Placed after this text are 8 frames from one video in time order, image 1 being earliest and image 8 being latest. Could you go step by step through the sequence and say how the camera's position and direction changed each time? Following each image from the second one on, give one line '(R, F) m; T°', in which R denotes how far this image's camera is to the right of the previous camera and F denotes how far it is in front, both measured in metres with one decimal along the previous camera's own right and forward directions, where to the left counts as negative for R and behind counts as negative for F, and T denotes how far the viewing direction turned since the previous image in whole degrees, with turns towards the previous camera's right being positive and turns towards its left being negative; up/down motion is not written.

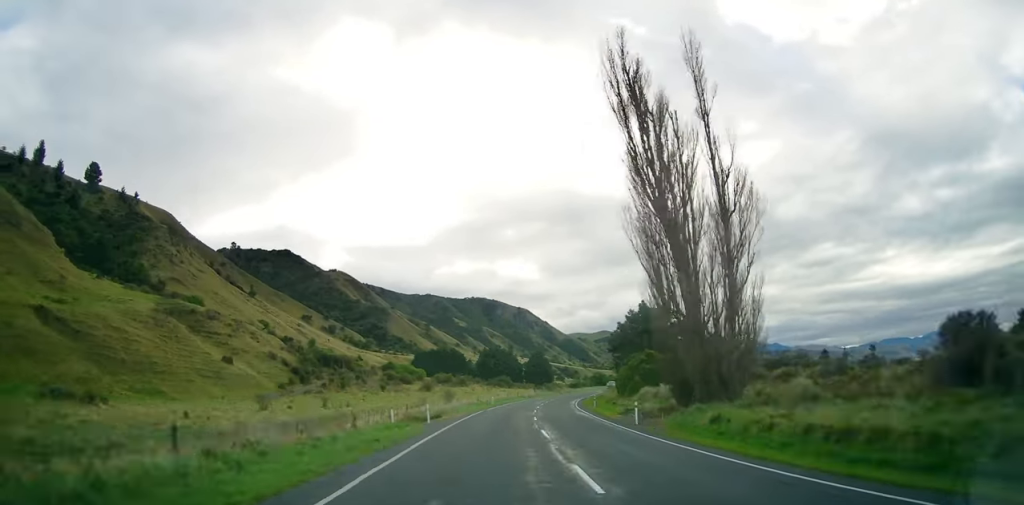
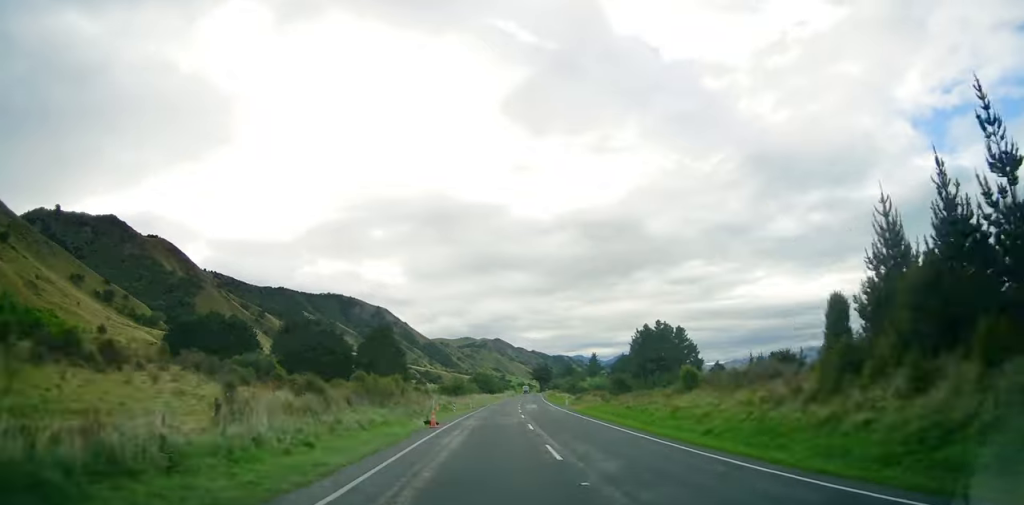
(+11.1, +106.4) m; +10°
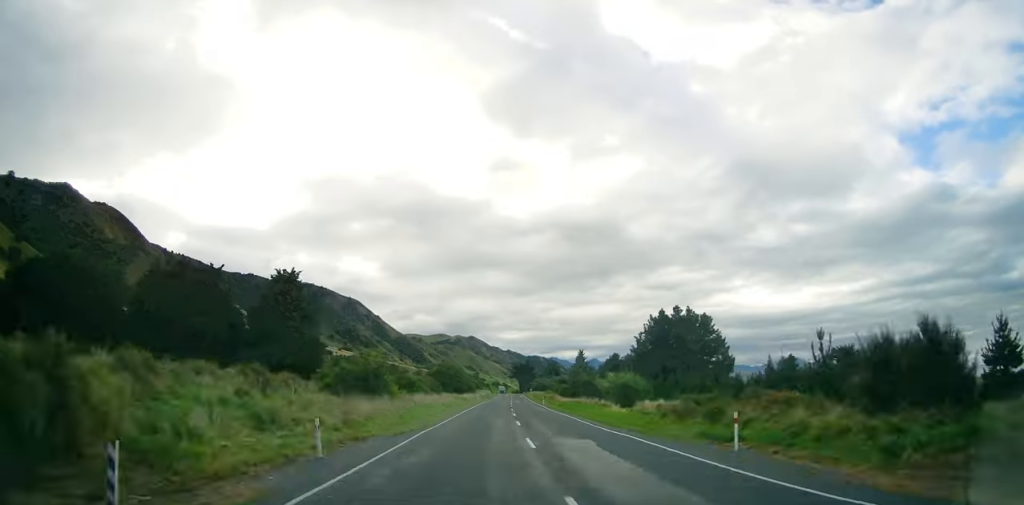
(+2.0, +47.7) m; +3°
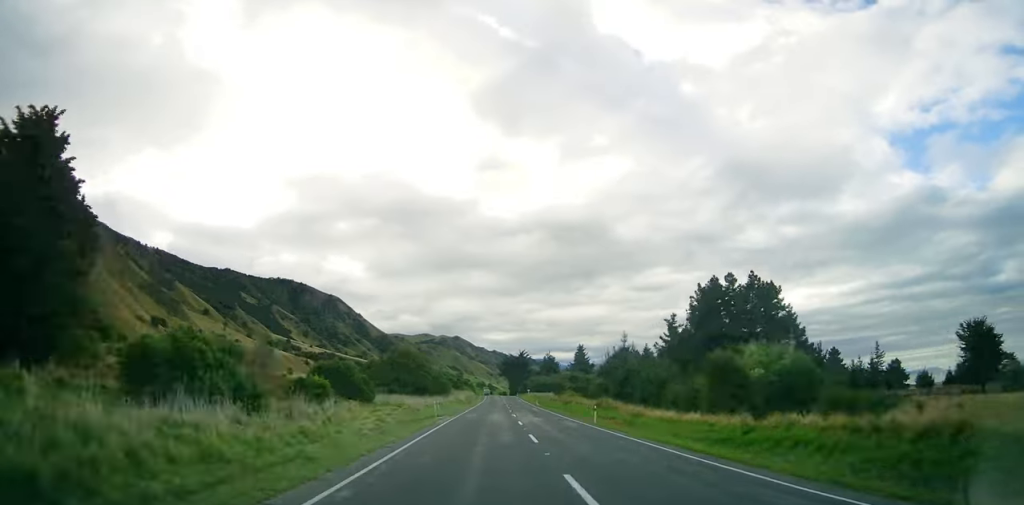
(+0.8, +48.3) m; 0°
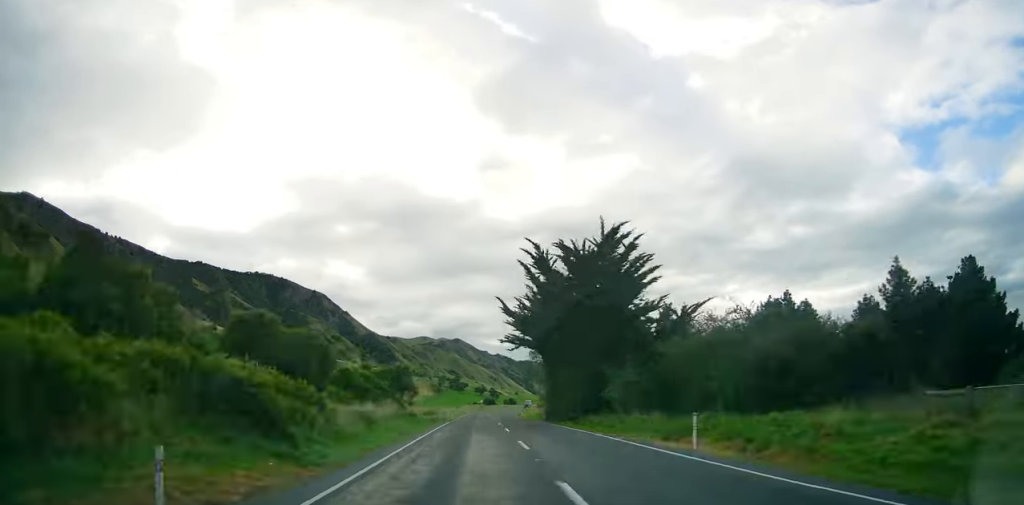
(-1.6, +139.6) m; 0°
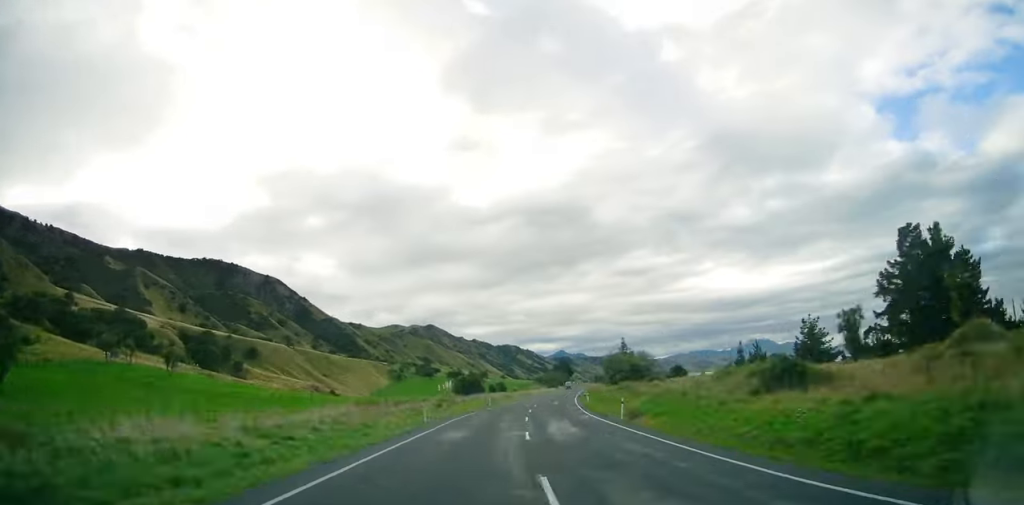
(+4.2, +118.0) m; +7°
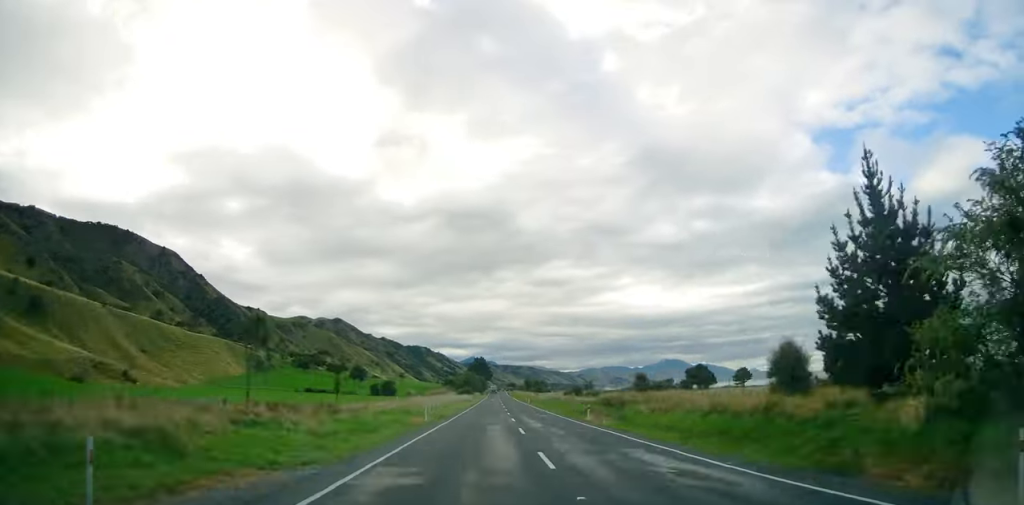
(+6.4, +85.8) m; +4°
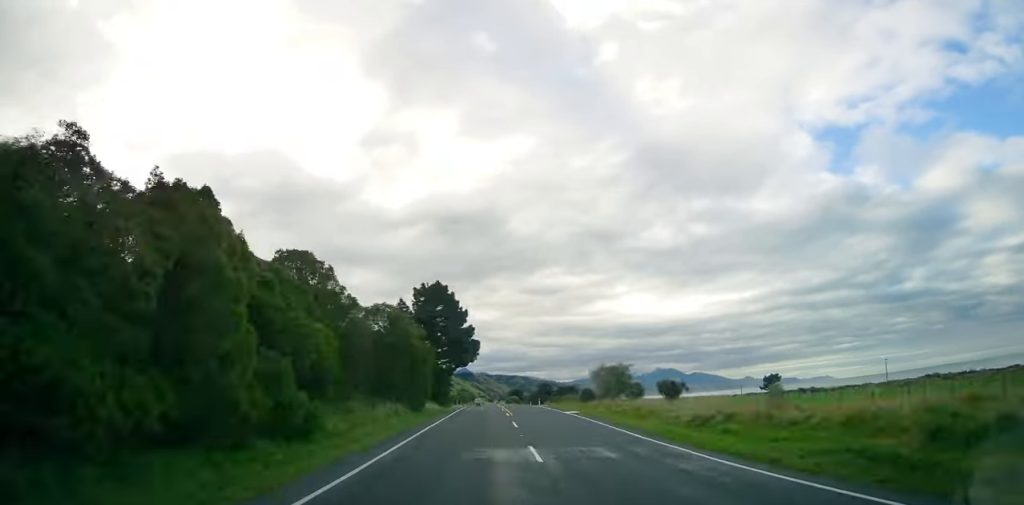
(+0.6, +204.3) m; 0°
